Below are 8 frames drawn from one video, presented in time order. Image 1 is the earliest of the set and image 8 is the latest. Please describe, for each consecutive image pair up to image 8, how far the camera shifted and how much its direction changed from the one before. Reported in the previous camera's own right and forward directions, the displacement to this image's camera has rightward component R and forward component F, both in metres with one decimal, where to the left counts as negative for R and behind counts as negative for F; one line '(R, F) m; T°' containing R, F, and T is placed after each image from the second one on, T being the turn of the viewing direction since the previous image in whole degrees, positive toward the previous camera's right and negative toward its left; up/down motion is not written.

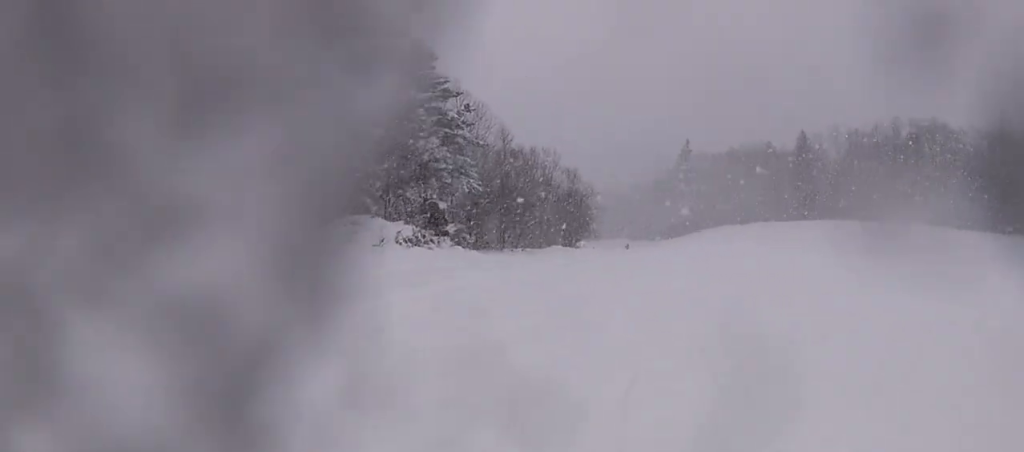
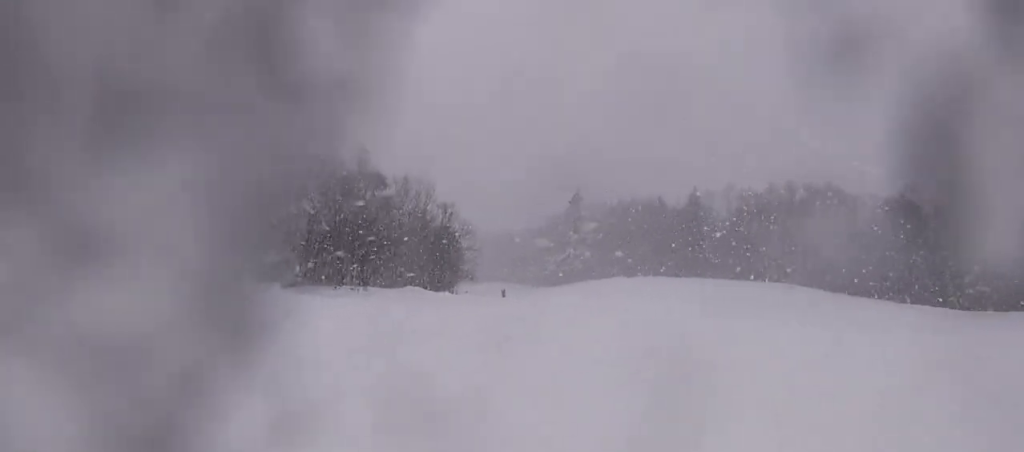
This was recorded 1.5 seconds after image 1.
(+1.9, +6.0) m; +7°
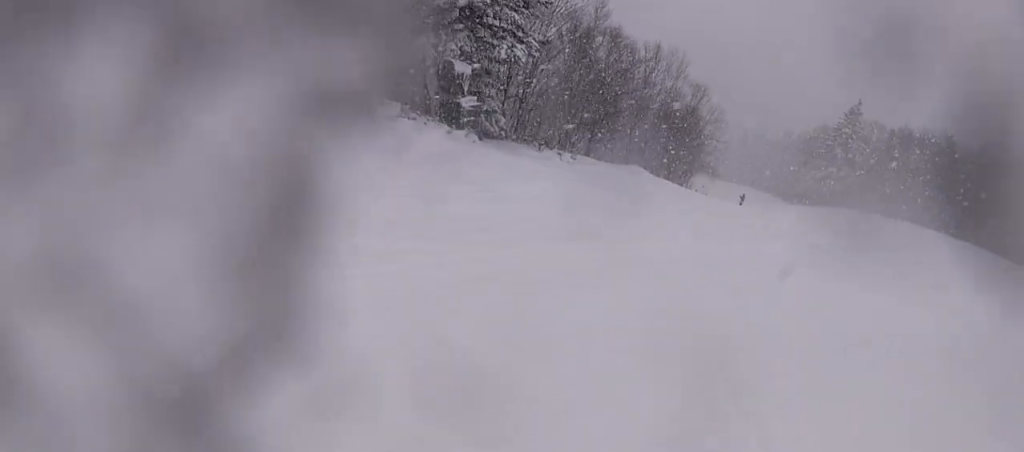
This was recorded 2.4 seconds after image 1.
(-0.4, +3.3) m; -23°
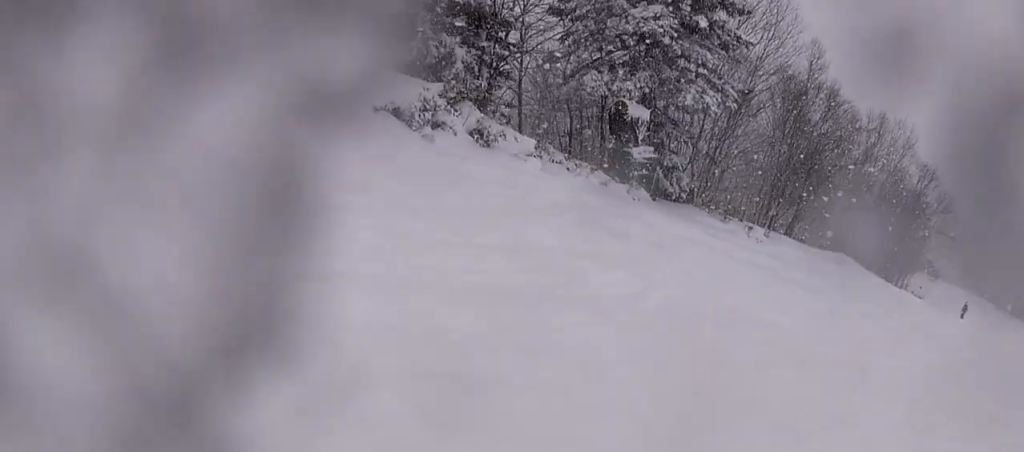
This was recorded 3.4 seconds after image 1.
(-1.0, +3.3) m; -30°
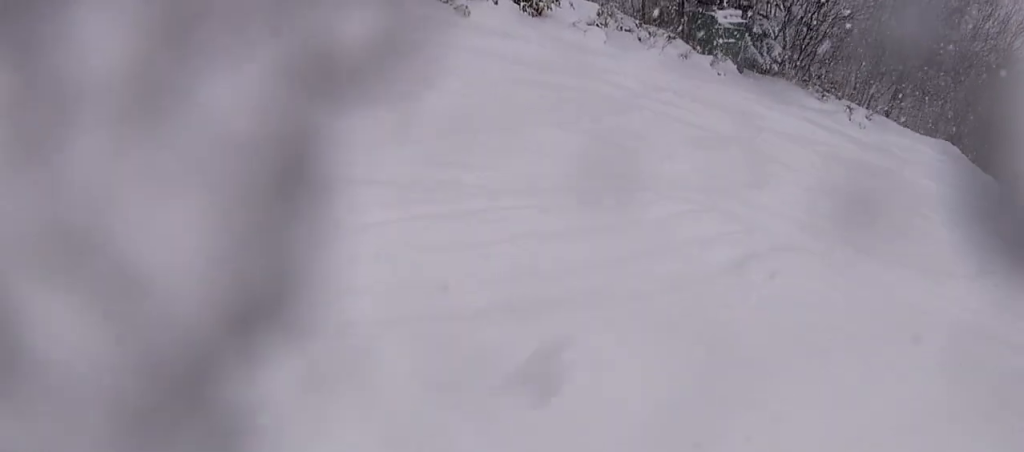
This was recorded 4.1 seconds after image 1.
(-0.7, +2.0) m; -10°
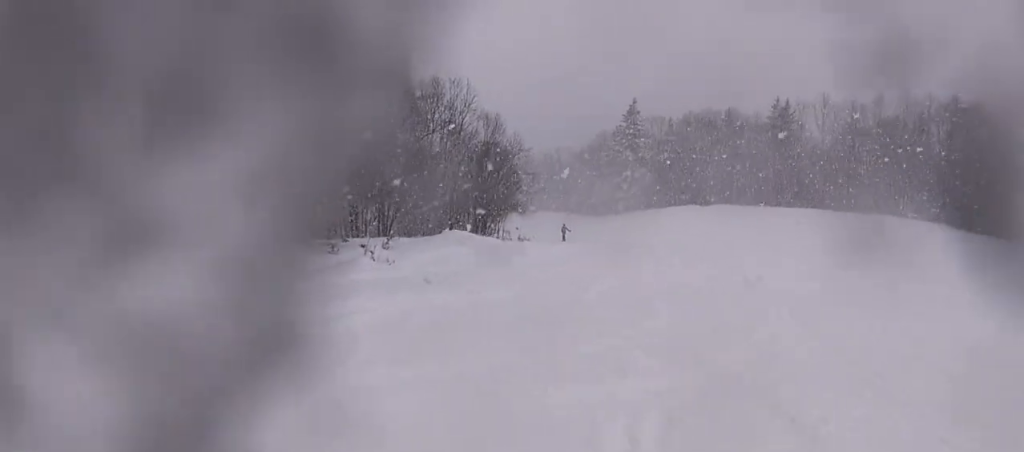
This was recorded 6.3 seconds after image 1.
(+2.4, +5.6) m; +45°
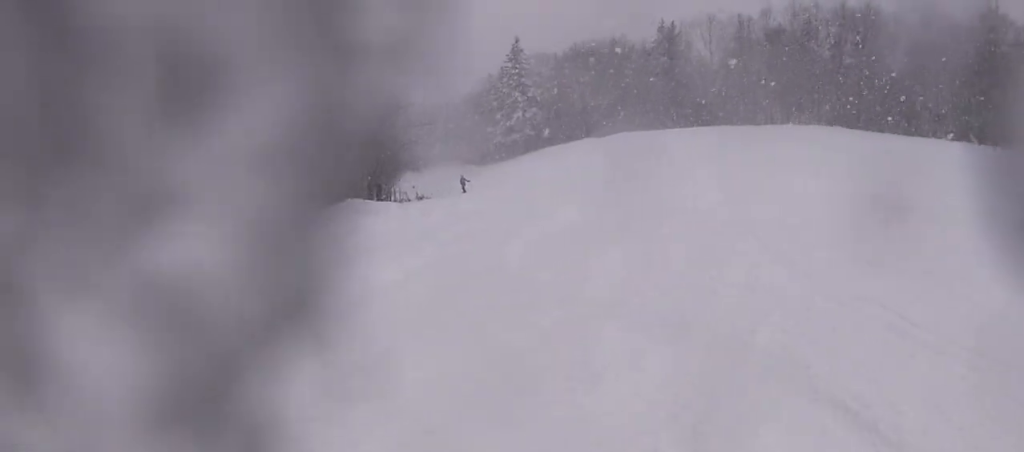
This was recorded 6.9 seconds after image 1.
(0.0, +1.5) m; +17°
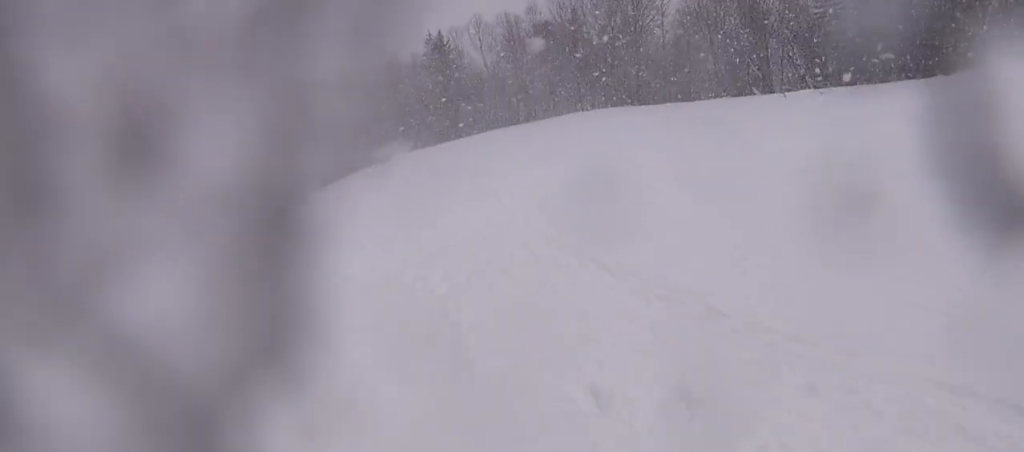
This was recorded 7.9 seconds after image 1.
(+0.9, +2.8) m; +20°
